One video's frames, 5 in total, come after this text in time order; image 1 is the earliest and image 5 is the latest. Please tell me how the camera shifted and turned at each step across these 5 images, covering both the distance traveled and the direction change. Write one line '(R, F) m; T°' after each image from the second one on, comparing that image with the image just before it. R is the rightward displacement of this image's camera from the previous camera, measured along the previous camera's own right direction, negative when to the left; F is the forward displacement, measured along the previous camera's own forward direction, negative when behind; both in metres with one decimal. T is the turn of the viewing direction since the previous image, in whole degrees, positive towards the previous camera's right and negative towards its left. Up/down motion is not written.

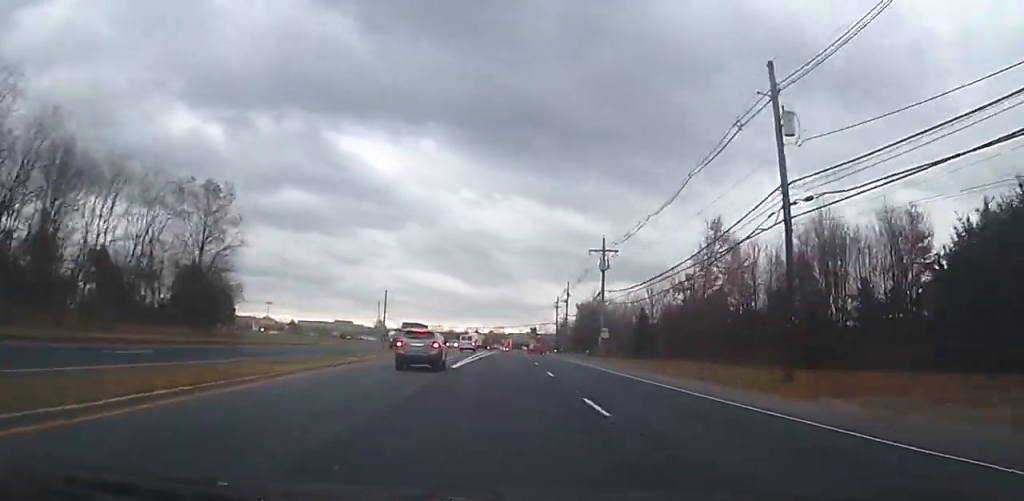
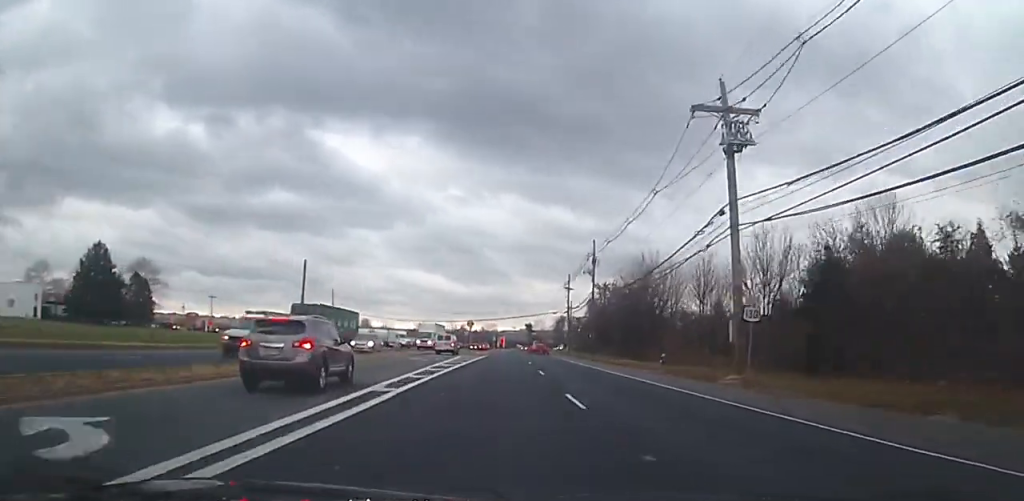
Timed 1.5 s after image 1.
(+0.7, +36.1) m; +1°
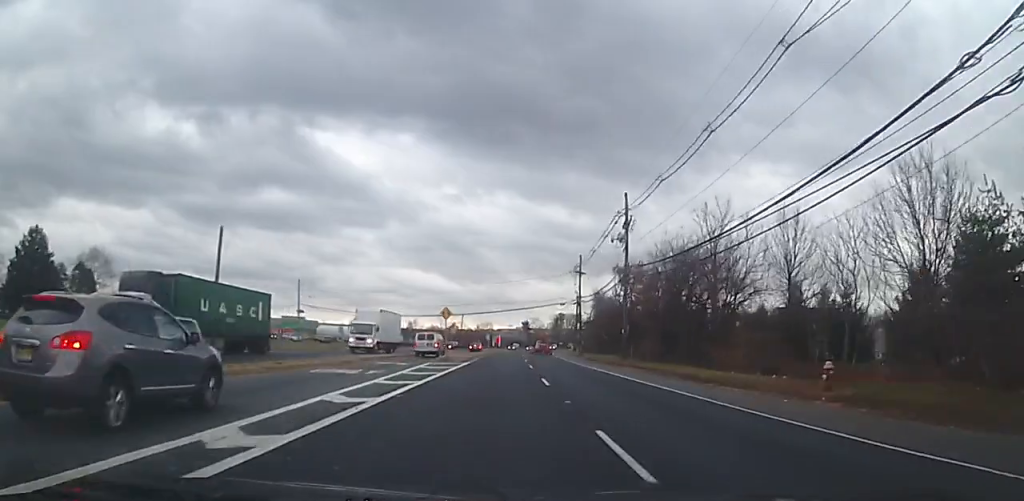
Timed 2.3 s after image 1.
(-0.4, +18.1) m; 0°
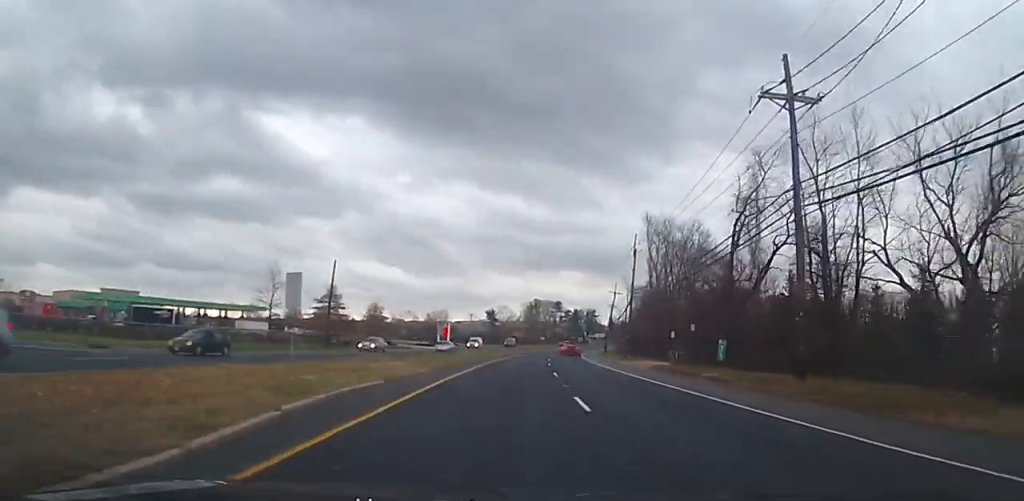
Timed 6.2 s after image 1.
(+3.5, +92.1) m; +5°
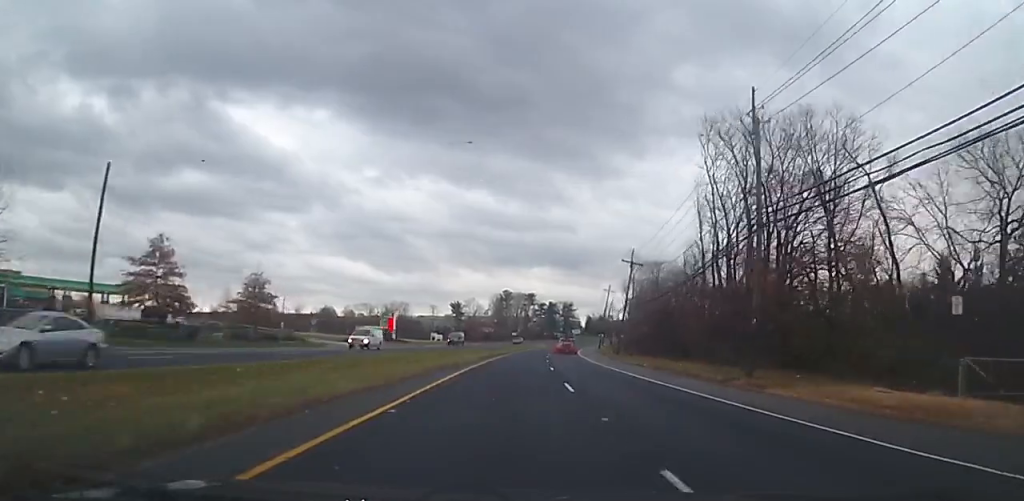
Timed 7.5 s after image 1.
(+1.0, +32.2) m; +2°
